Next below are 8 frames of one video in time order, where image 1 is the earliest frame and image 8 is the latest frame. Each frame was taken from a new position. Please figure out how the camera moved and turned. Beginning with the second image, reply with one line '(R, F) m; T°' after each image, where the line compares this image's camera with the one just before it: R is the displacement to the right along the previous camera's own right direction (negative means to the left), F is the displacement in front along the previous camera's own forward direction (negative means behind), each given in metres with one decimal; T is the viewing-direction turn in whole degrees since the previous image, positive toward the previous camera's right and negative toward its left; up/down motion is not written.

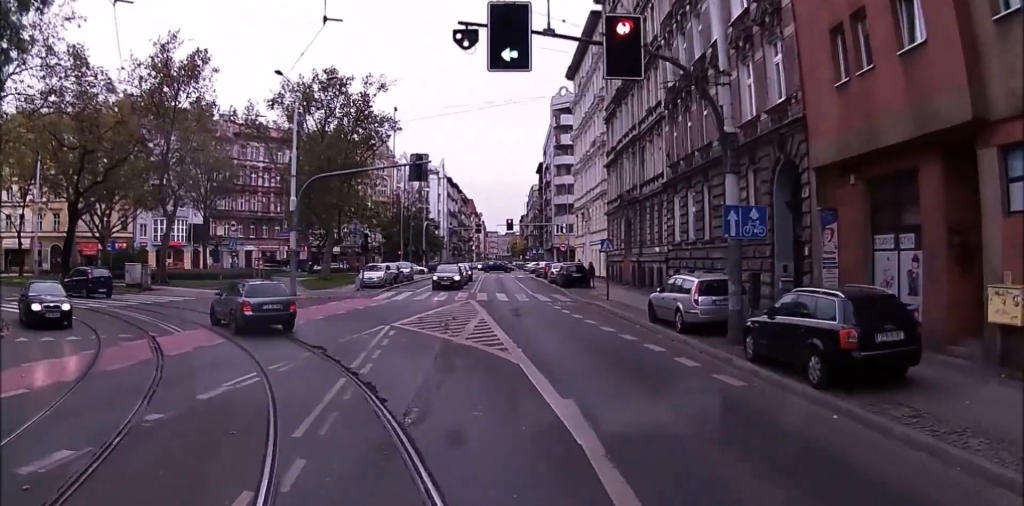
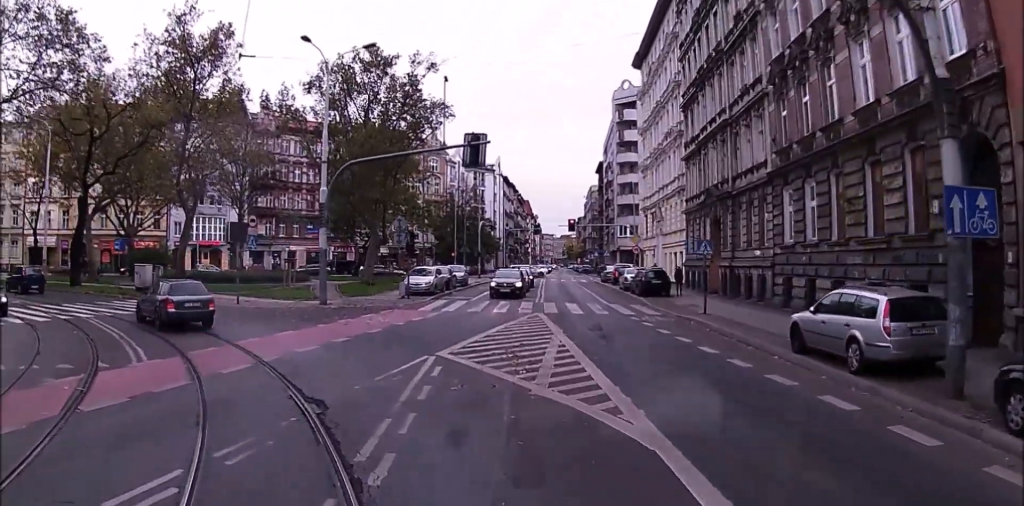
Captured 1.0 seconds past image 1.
(-0.1, +5.8) m; -1°
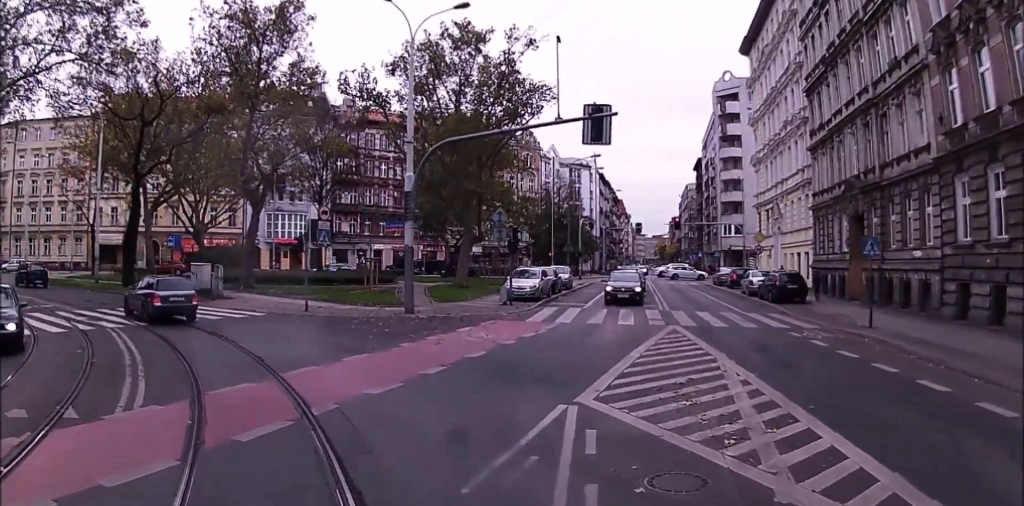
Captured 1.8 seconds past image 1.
(0.0, +4.7) m; -4°
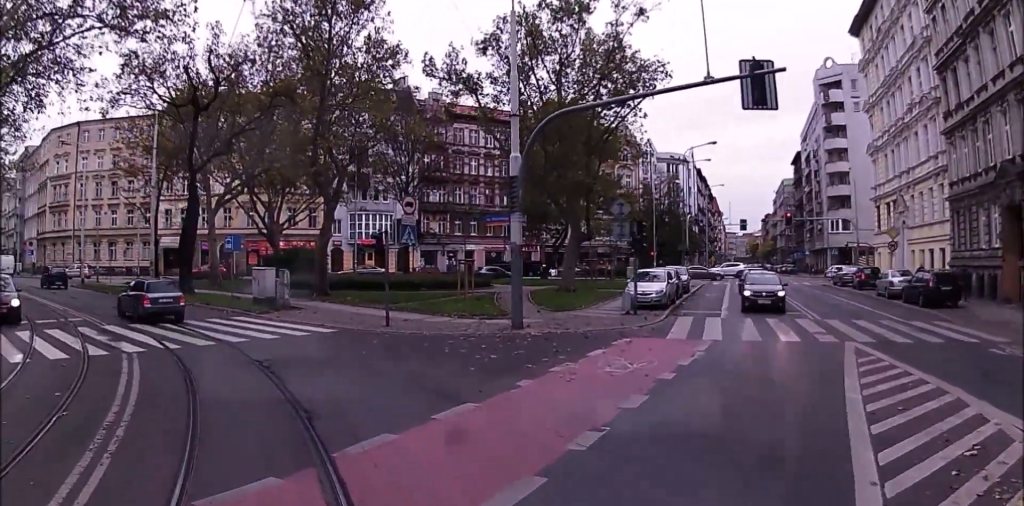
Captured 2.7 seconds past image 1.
(-0.1, +4.7) m; -14°
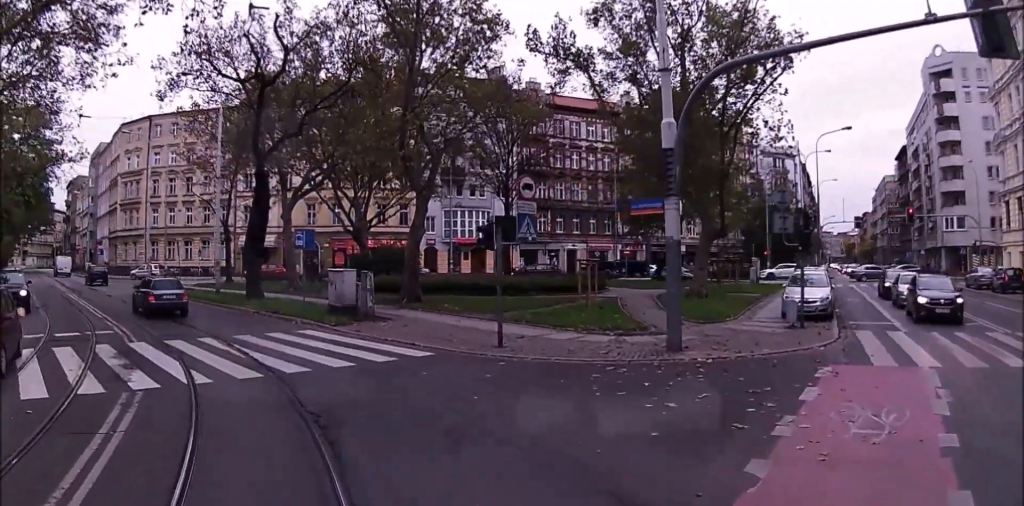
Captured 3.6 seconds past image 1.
(-1.1, +4.7) m; -23°
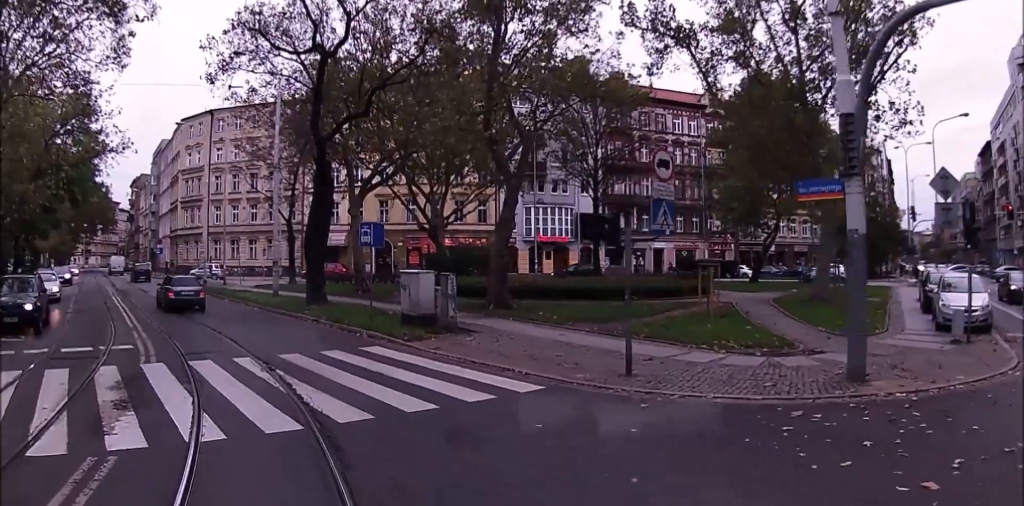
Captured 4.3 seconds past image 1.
(-0.7, +4.6) m; -6°
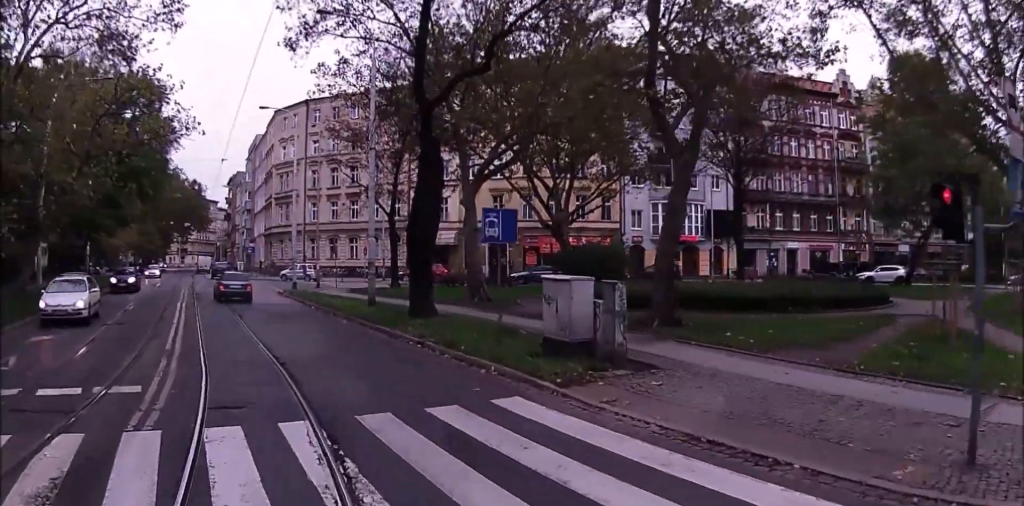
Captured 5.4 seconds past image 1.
(-0.3, +7.3) m; -10°
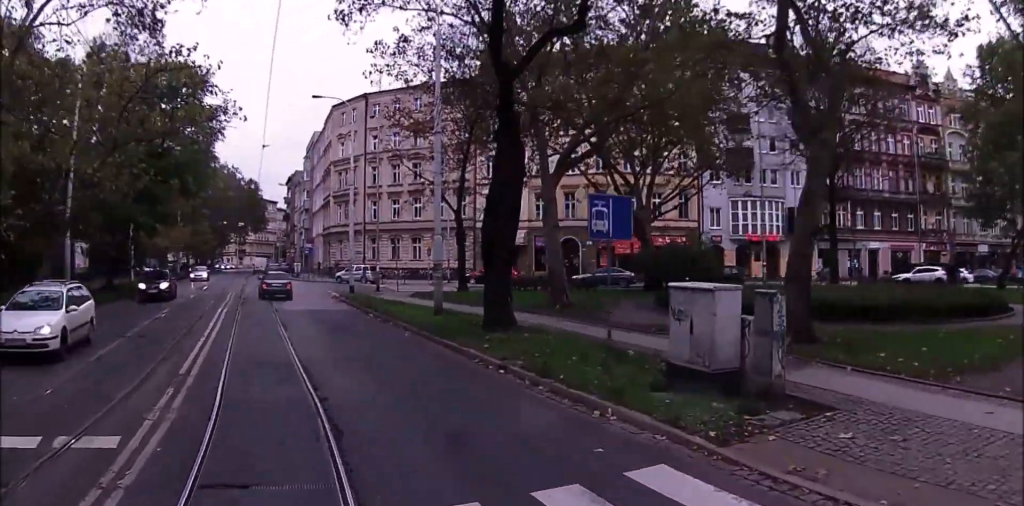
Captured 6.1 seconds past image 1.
(-0.5, +4.1) m; -7°
